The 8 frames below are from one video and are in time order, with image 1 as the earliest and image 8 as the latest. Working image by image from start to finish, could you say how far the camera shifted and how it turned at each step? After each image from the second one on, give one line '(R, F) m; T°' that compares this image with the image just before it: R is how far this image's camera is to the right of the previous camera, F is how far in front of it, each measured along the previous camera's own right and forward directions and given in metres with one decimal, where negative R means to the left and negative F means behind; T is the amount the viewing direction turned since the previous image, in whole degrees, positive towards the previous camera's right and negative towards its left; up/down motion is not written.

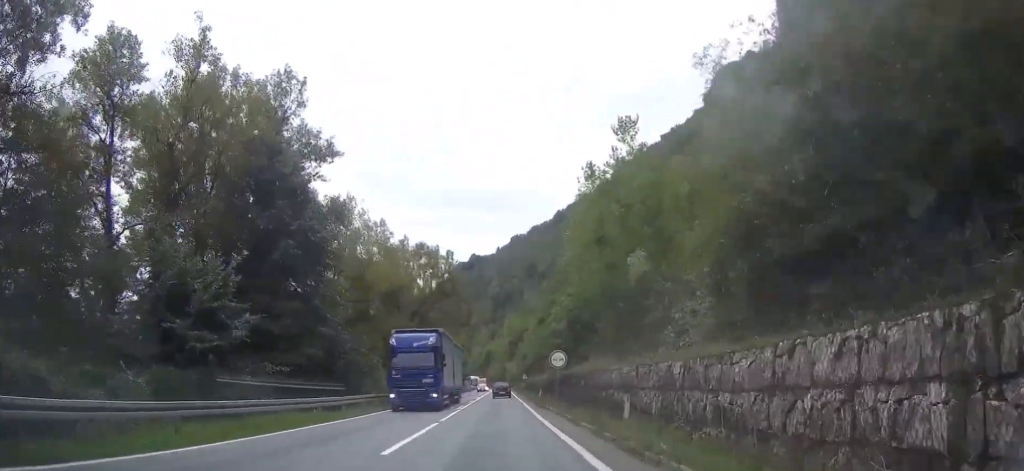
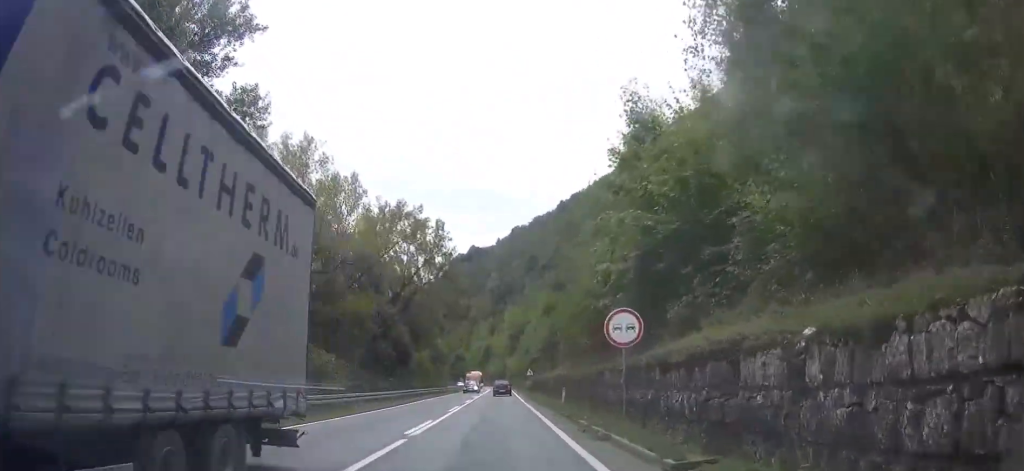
(0.0, +19.0) m; 0°
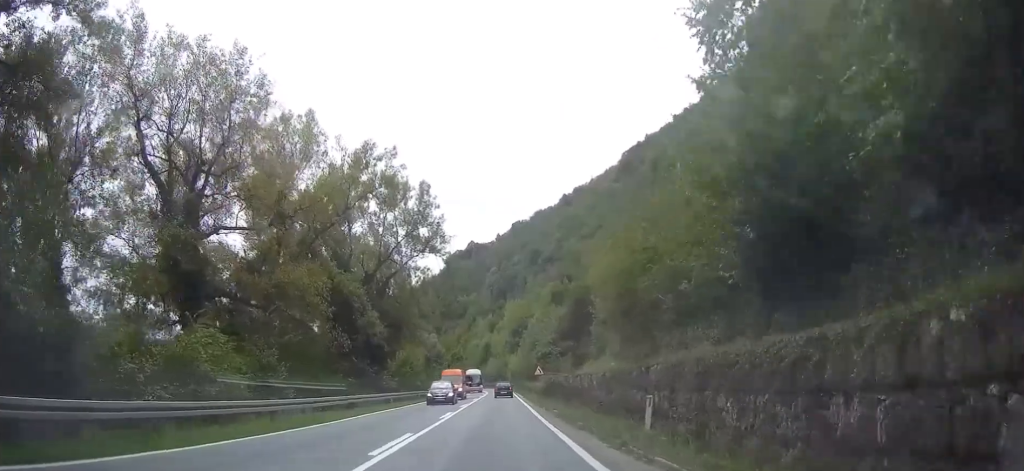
(-0.1, +18.5) m; 0°
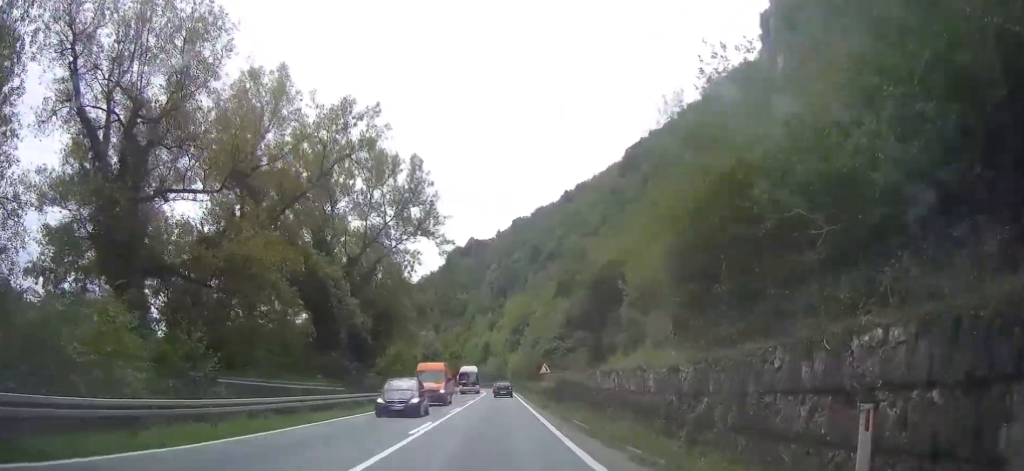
(+0.1, +8.5) m; 0°
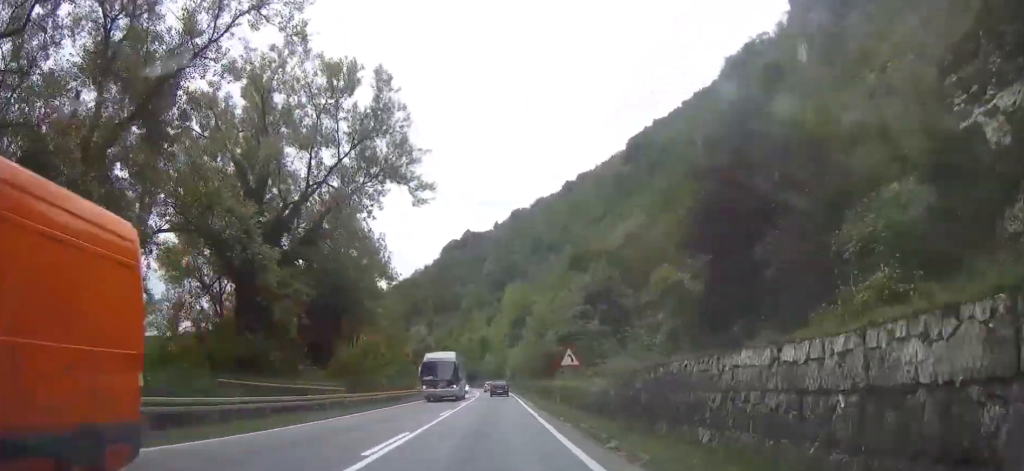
(0.0, +19.2) m; 0°
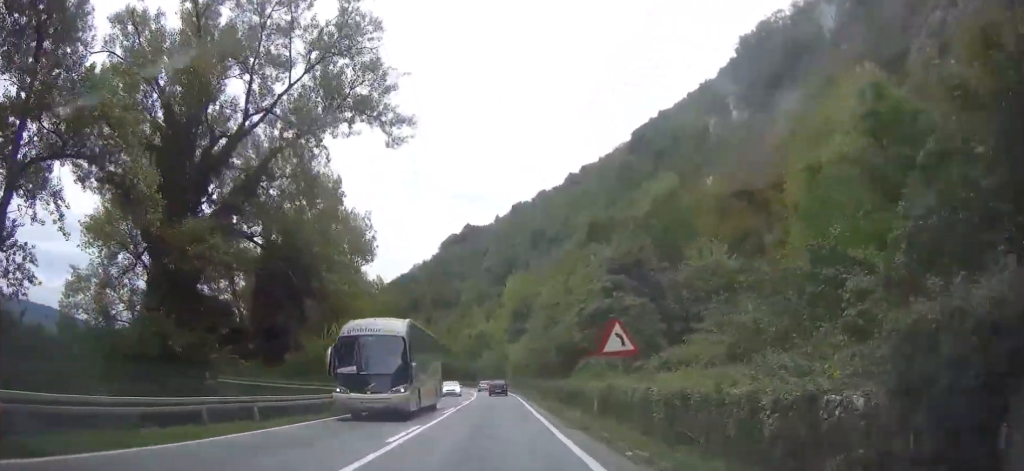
(0.0, +12.5) m; 0°
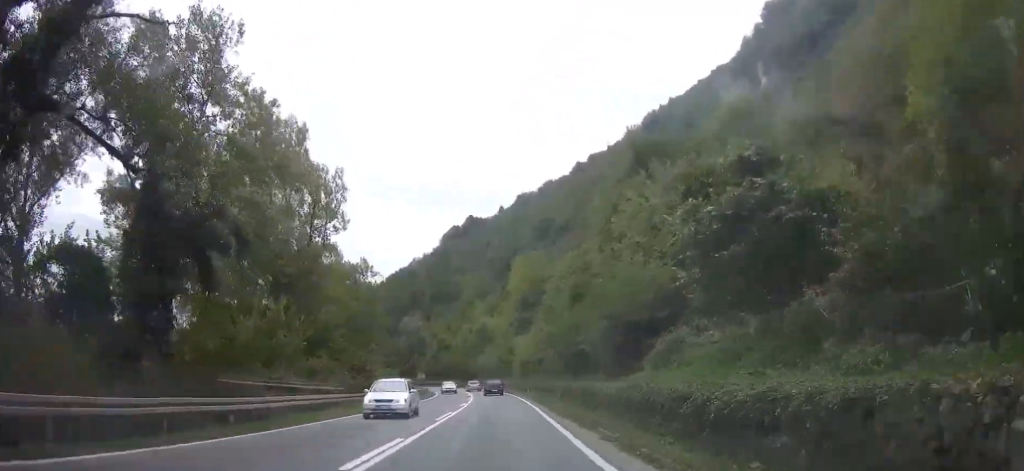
(0.0, +18.8) m; 0°
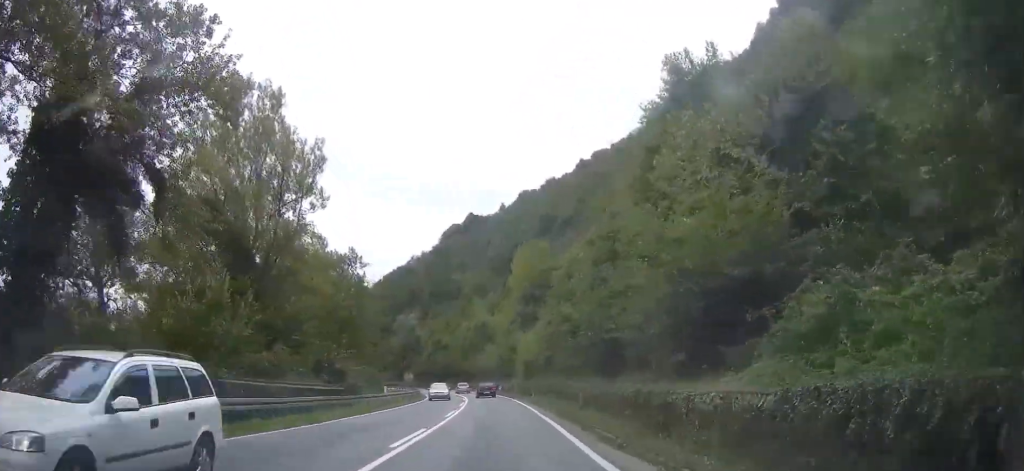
(-0.1, +9.7) m; 0°
